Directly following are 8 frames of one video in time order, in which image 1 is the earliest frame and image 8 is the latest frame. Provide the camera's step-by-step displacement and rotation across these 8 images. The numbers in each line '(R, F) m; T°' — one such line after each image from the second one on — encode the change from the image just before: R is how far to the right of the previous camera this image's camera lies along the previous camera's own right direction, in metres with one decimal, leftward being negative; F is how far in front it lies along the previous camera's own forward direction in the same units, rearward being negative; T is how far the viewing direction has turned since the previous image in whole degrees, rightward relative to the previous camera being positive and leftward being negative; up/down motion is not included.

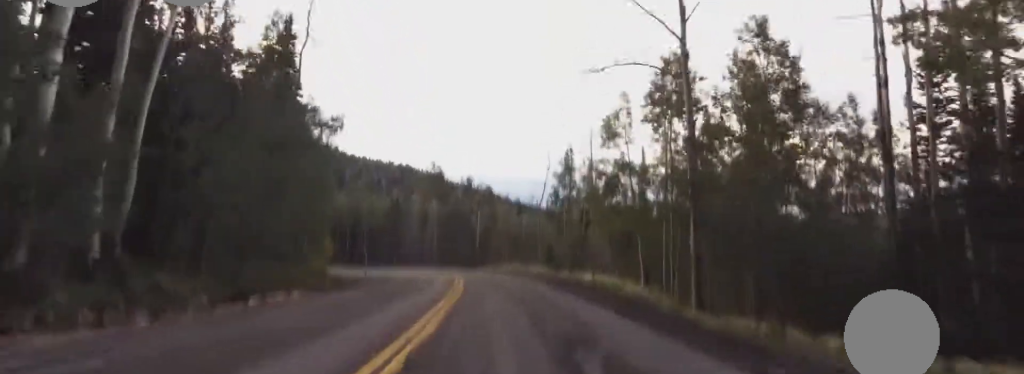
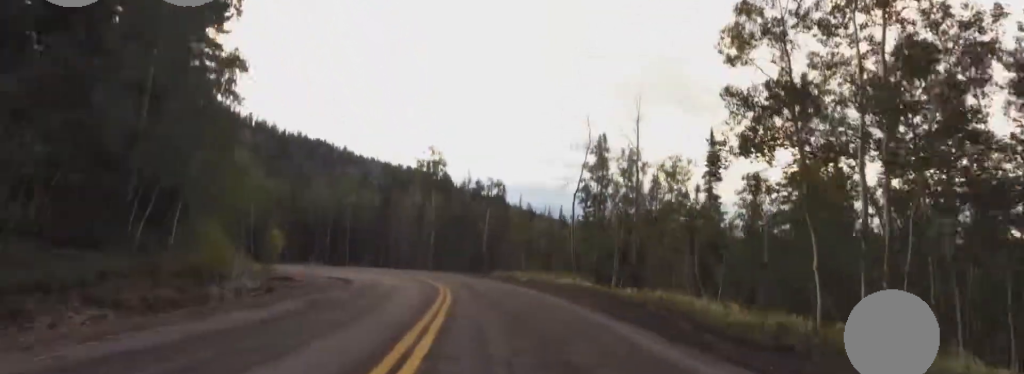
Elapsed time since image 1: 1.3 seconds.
(+0.2, +16.3) m; +4°
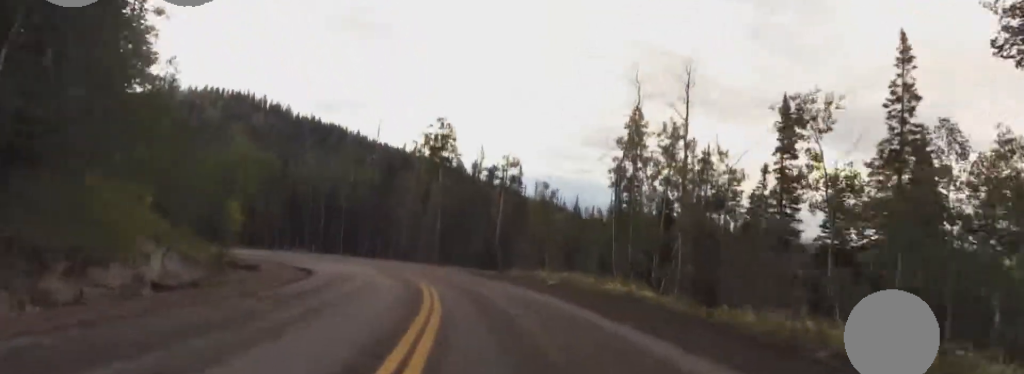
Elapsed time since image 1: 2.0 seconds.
(+1.0, +9.0) m; -4°
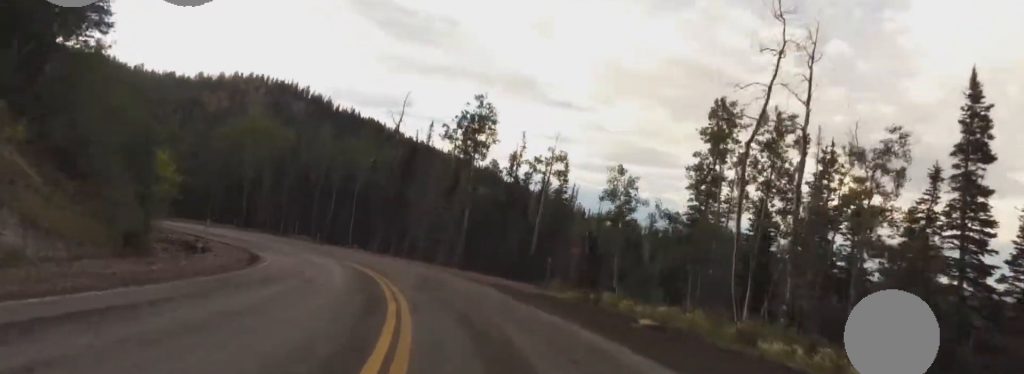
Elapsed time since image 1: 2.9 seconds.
(-1.8, +11.0) m; -10°
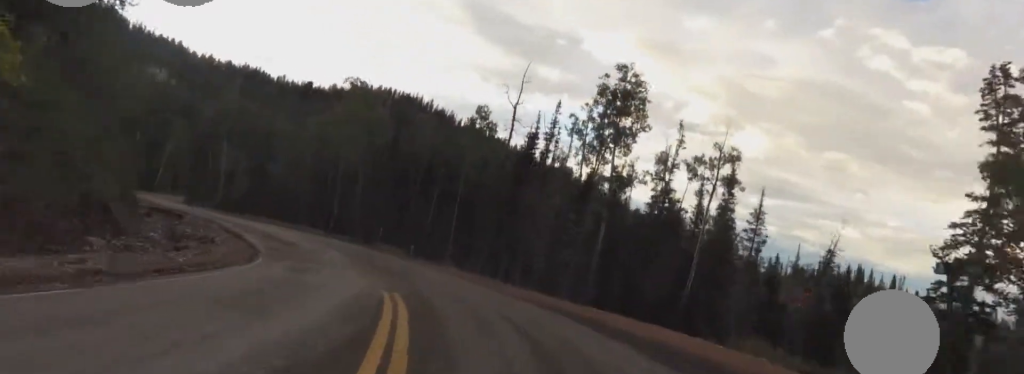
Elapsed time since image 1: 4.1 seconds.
(-0.5, +14.3) m; -2°
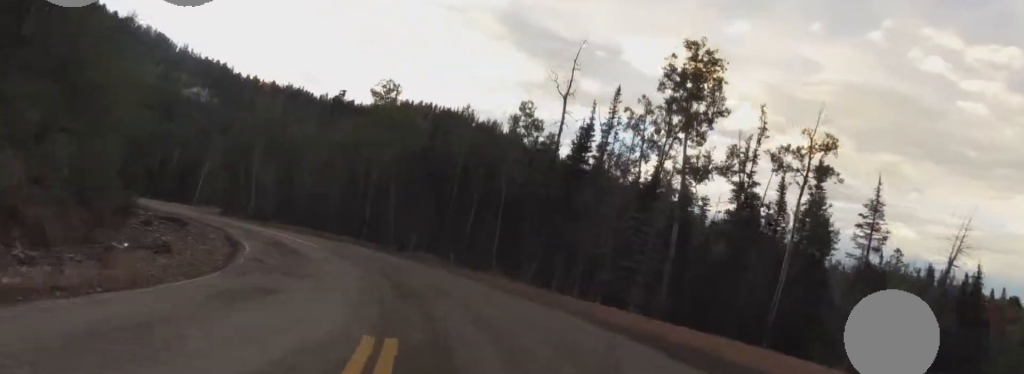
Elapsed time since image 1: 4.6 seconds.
(0.0, +6.5) m; -2°
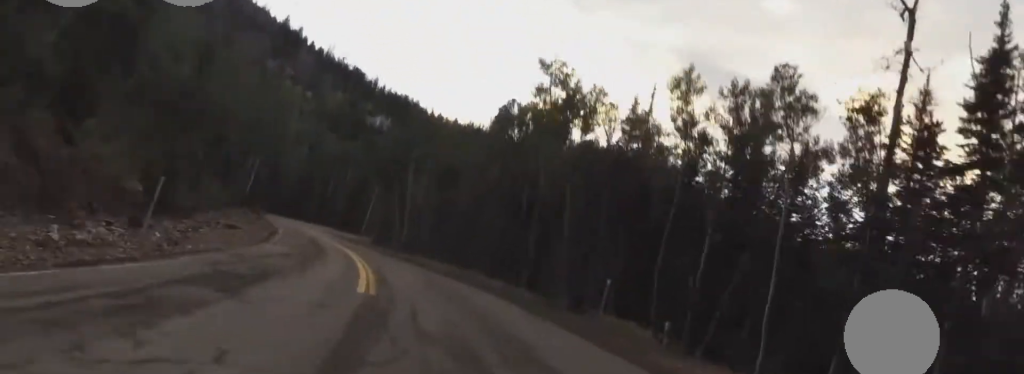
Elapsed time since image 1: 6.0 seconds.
(-1.5, +19.3) m; -12°
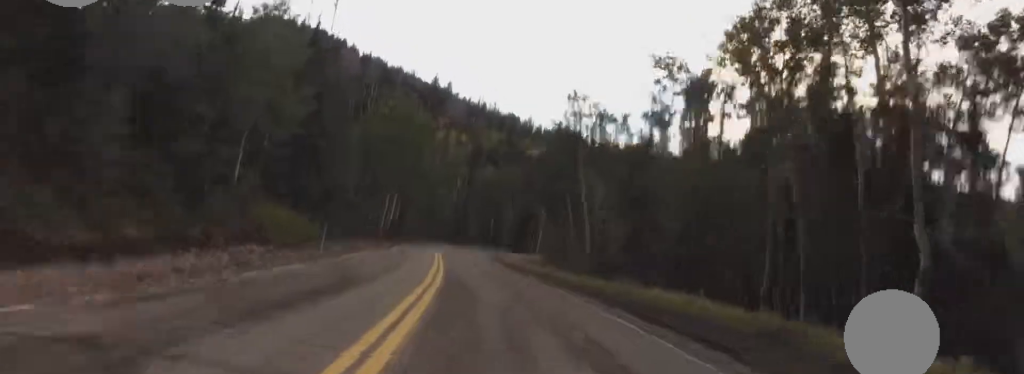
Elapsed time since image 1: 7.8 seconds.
(-4.5, +23.6) m; -18°
